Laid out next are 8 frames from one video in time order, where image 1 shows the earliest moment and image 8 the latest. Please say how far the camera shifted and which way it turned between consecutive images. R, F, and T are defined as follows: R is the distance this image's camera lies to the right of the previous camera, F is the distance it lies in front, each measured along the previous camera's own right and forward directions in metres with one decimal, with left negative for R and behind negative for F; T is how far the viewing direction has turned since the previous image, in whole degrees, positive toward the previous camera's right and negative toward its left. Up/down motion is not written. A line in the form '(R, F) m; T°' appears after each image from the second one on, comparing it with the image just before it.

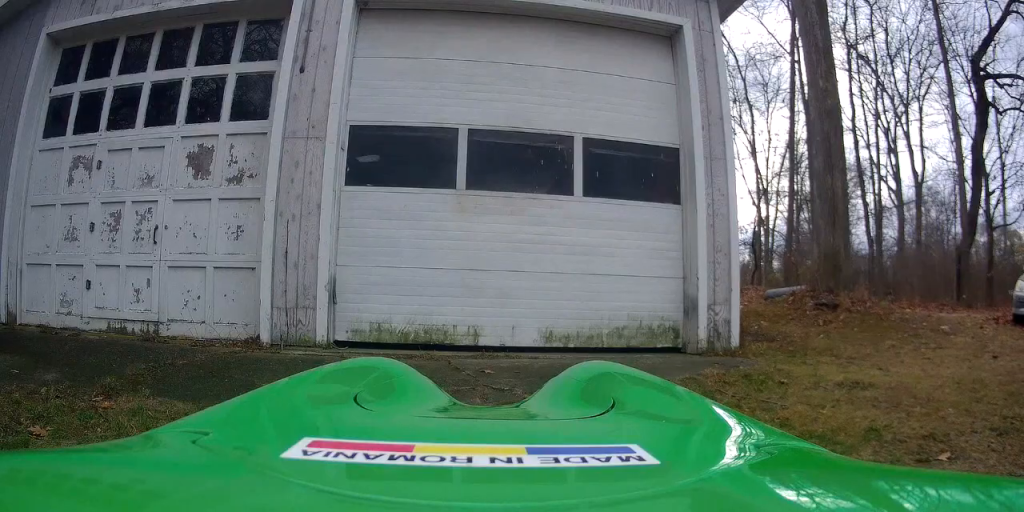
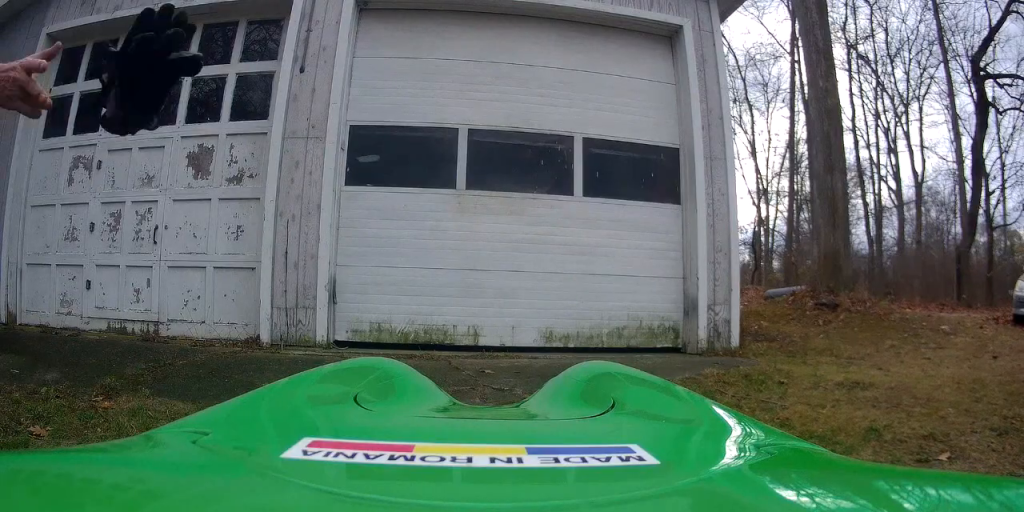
(0.0, 0.0) m; 0°
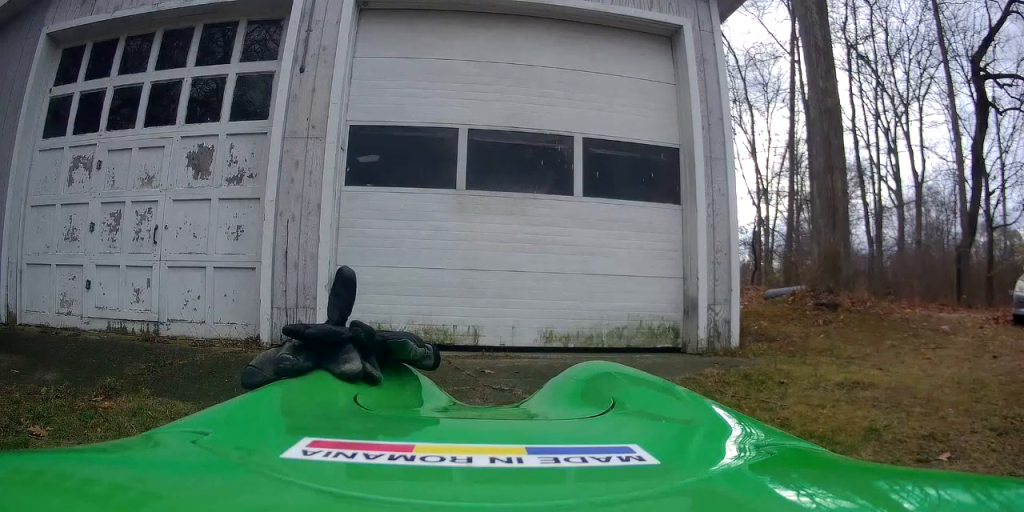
(0.0, 0.0) m; 0°
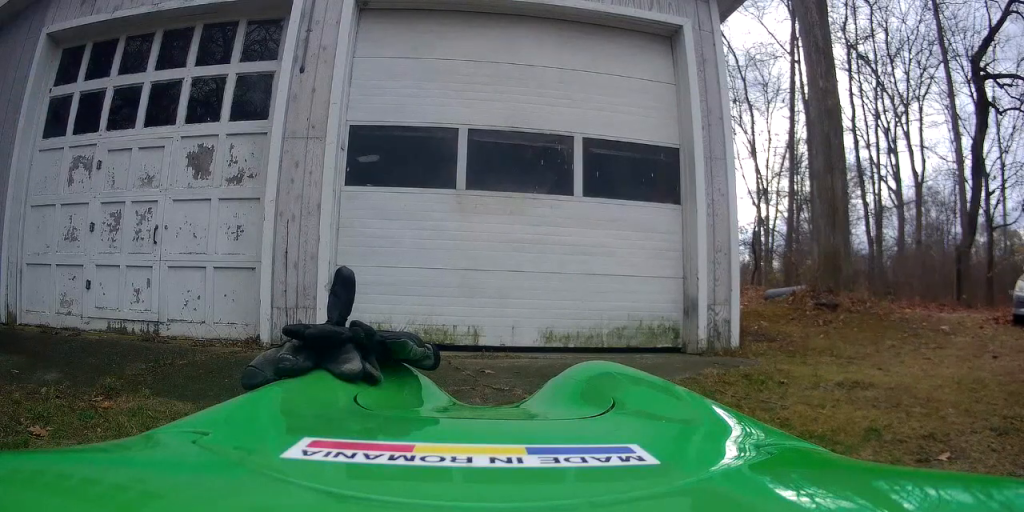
(0.0, 0.0) m; 0°
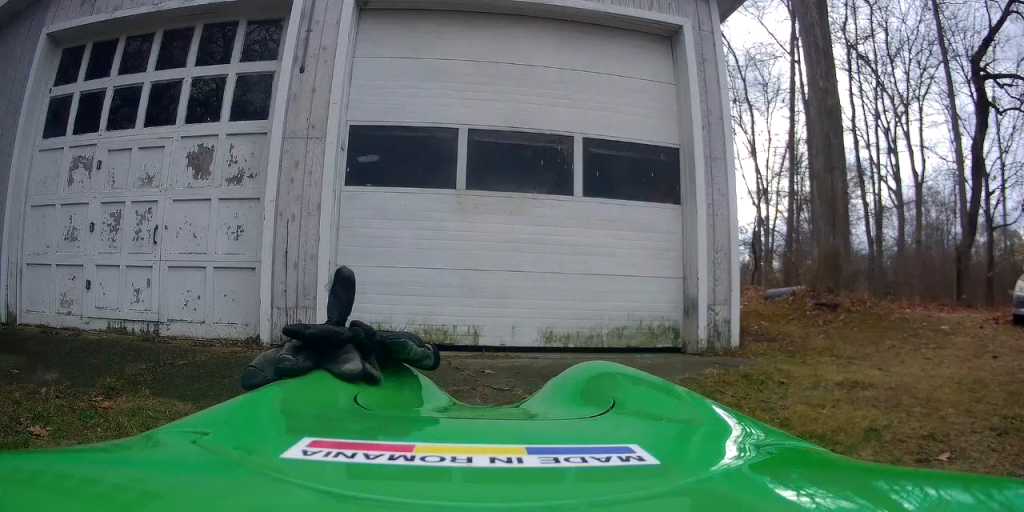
(0.0, 0.0) m; 0°
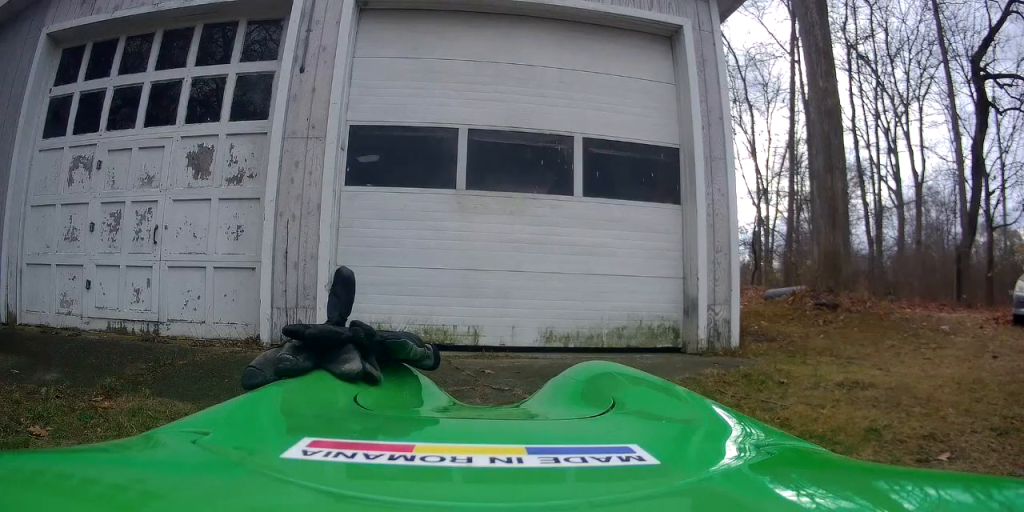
(0.0, 0.0) m; 0°
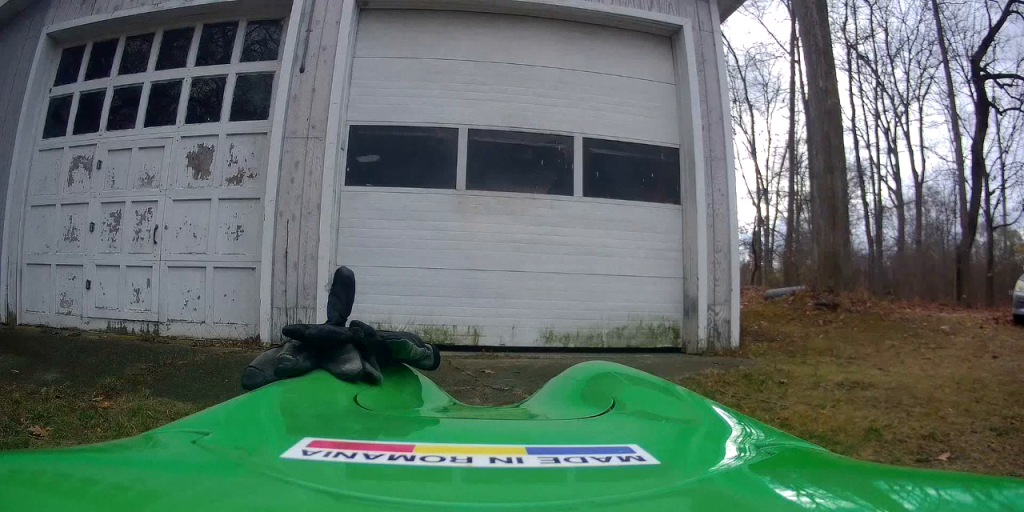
(0.0, 0.0) m; 0°
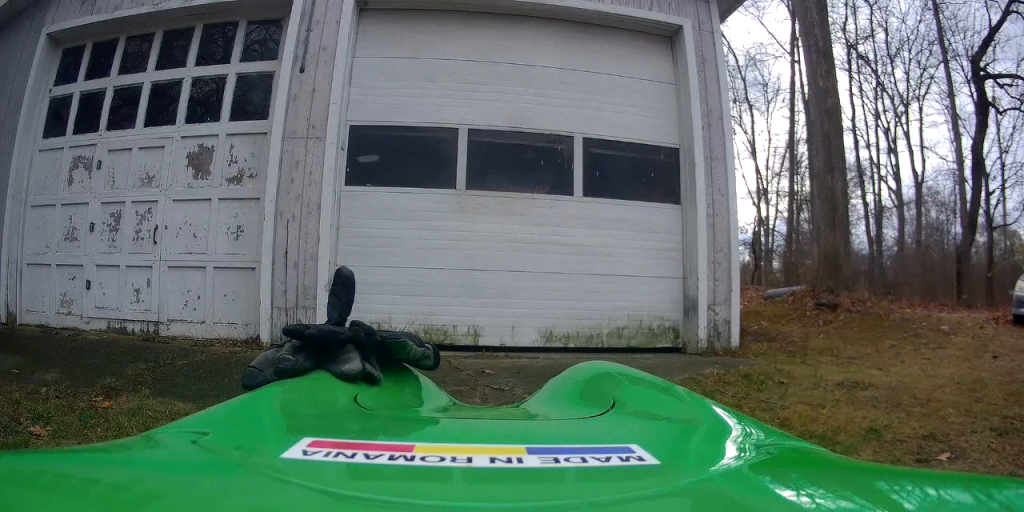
(0.0, 0.0) m; 0°
